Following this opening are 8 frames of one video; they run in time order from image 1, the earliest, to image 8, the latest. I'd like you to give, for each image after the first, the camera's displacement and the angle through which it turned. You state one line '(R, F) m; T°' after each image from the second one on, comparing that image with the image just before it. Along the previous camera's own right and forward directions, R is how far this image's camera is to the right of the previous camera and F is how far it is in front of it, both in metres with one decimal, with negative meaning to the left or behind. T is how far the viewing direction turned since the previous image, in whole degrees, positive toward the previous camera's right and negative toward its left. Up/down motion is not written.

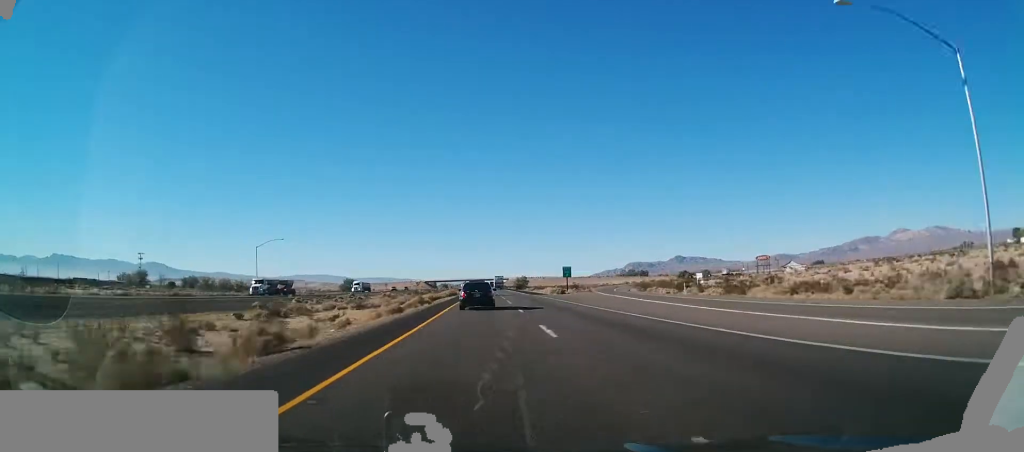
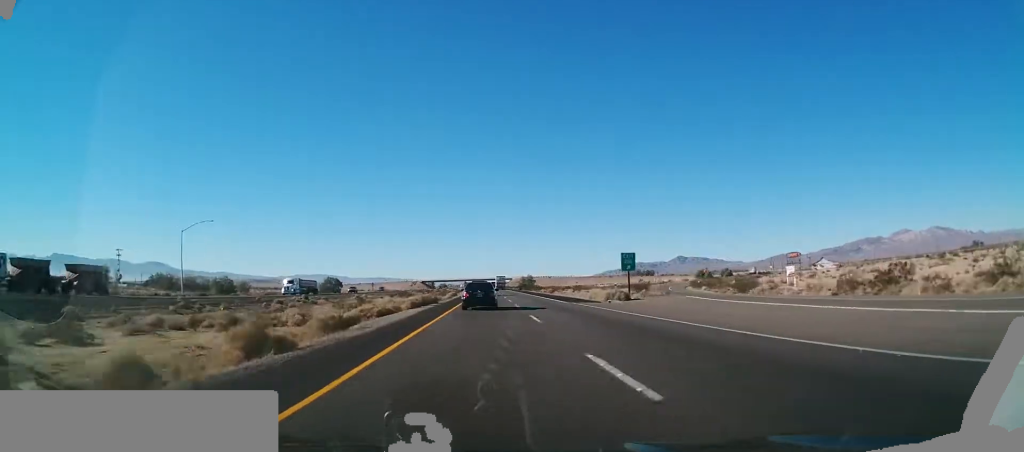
(-0.1, +37.4) m; 0°
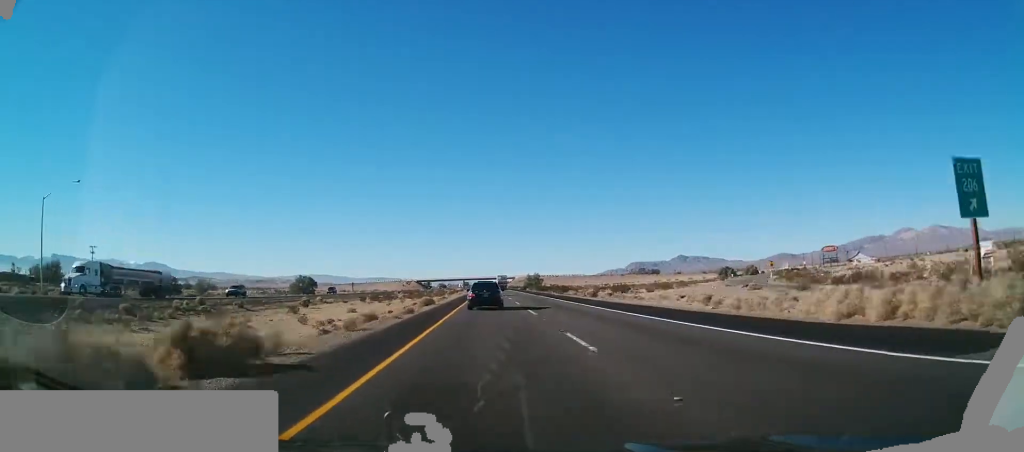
(+0.4, +38.8) m; 0°
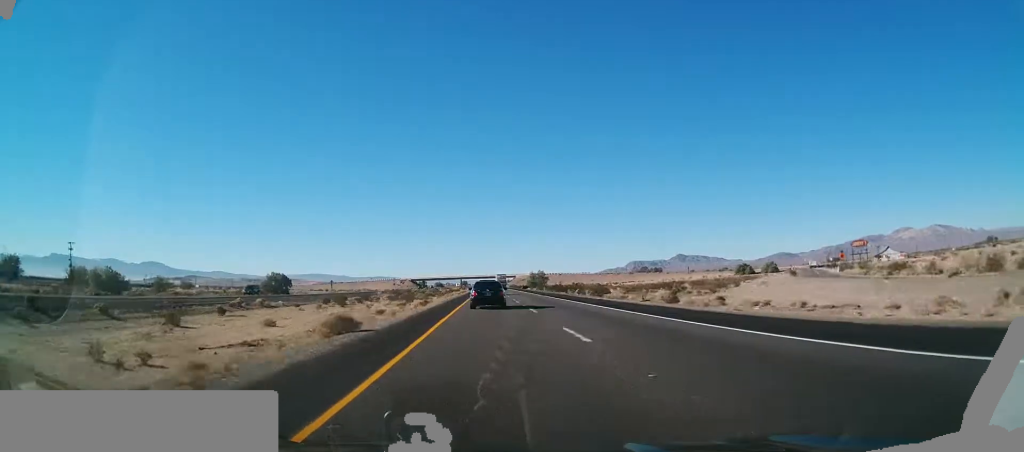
(-0.3, +27.5) m; 0°
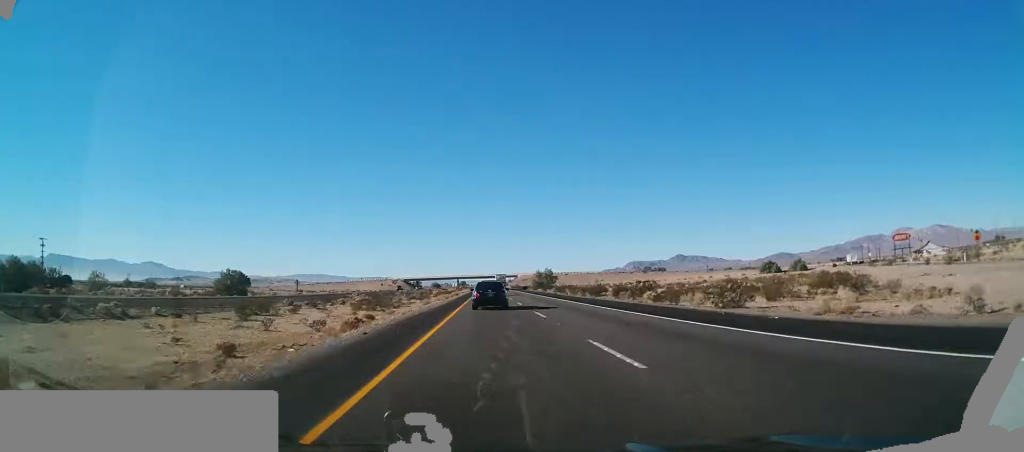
(0.0, +33.5) m; 0°
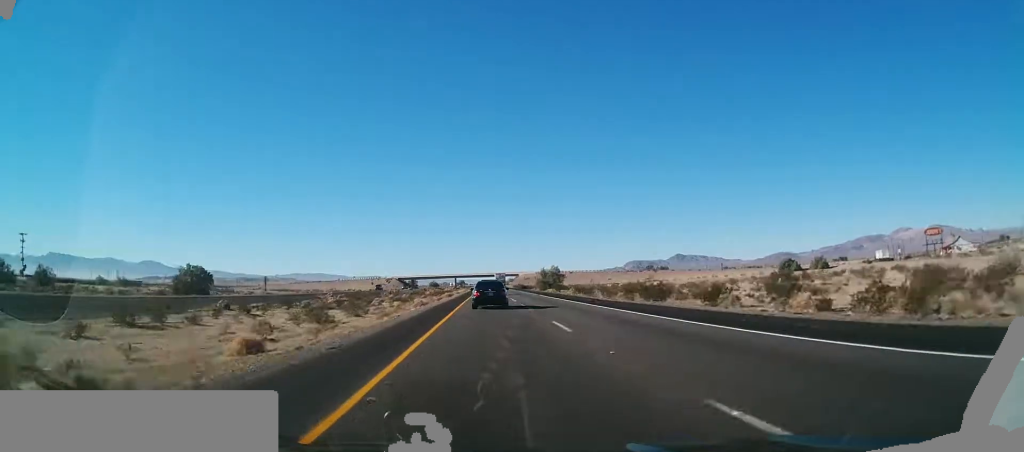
(0.0, +22.0) m; 0°
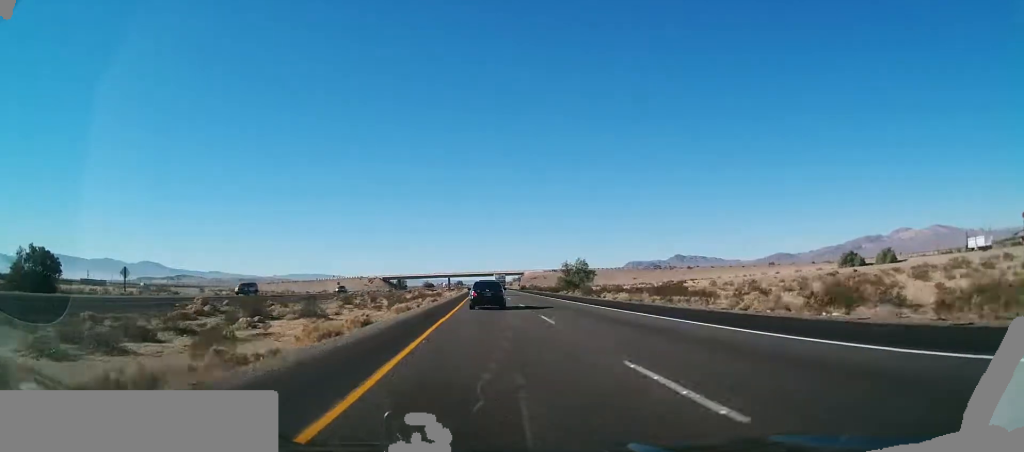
(+0.7, +54.5) m; +1°
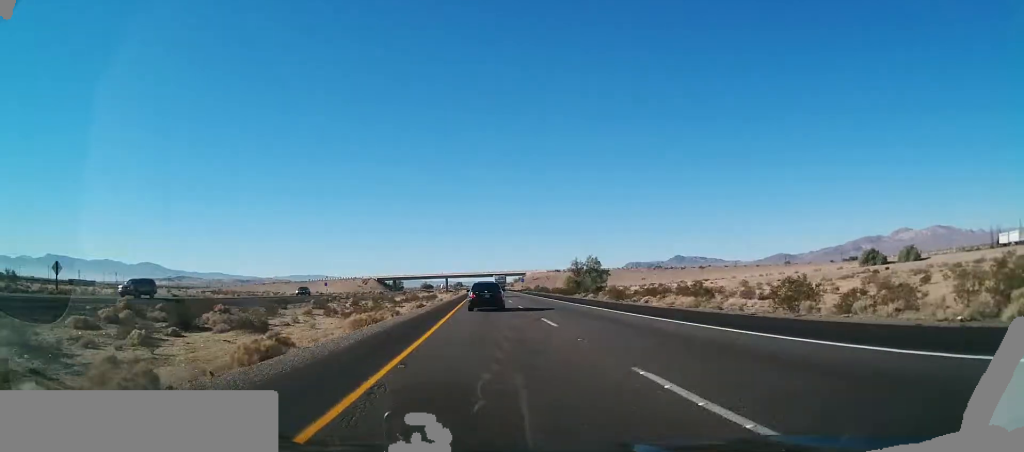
(0.0, +15.1) m; 0°
